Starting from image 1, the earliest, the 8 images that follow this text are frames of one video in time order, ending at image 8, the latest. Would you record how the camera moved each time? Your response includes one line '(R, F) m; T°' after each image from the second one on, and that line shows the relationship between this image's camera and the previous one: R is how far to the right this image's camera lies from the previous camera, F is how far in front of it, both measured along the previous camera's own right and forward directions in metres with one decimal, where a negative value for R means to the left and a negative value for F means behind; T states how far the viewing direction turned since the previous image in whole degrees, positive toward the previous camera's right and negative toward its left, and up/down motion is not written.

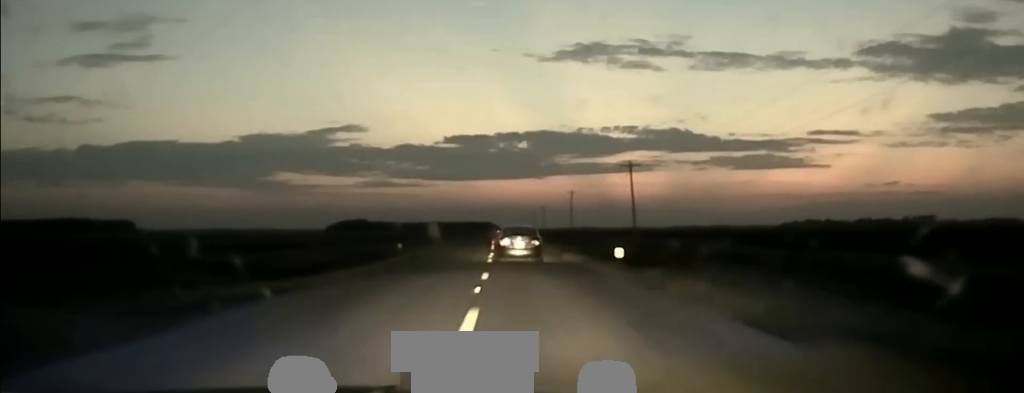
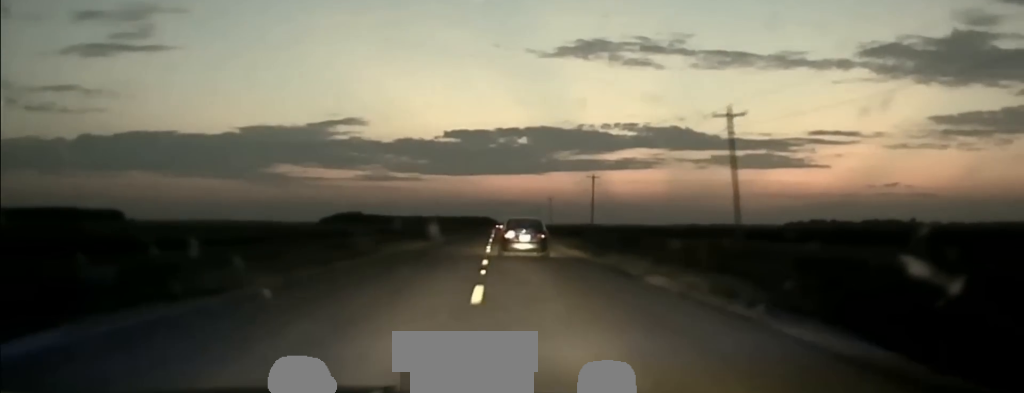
(-0.2, +44.2) m; 0°
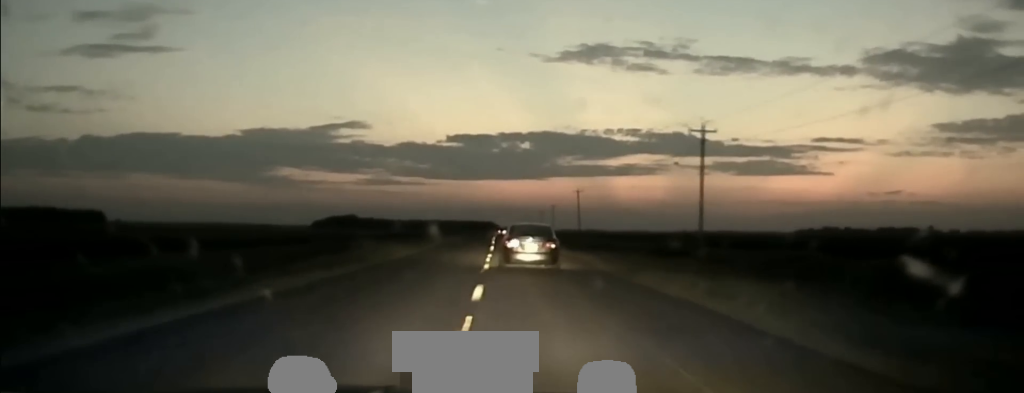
(+0.4, +83.3) m; +1°
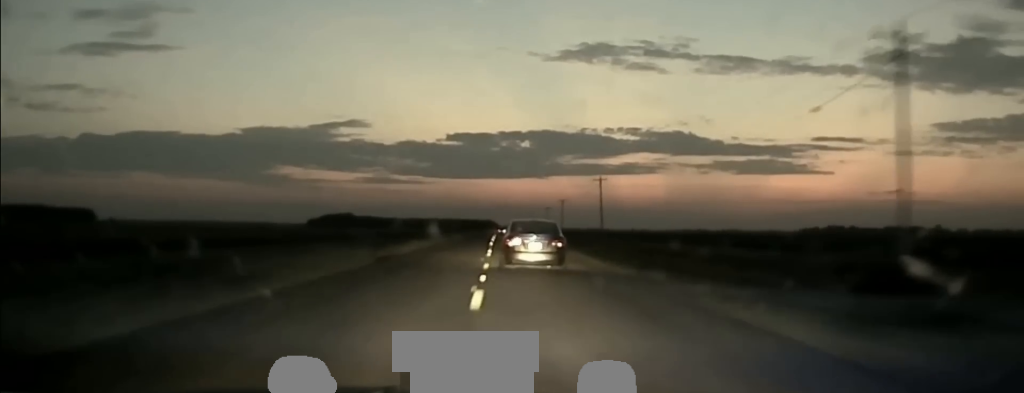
(+0.2, +37.1) m; 0°
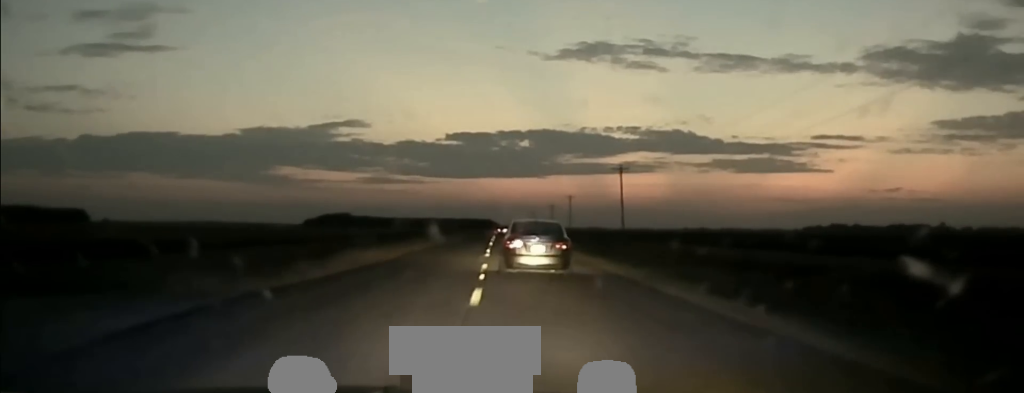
(-0.1, +22.6) m; 0°
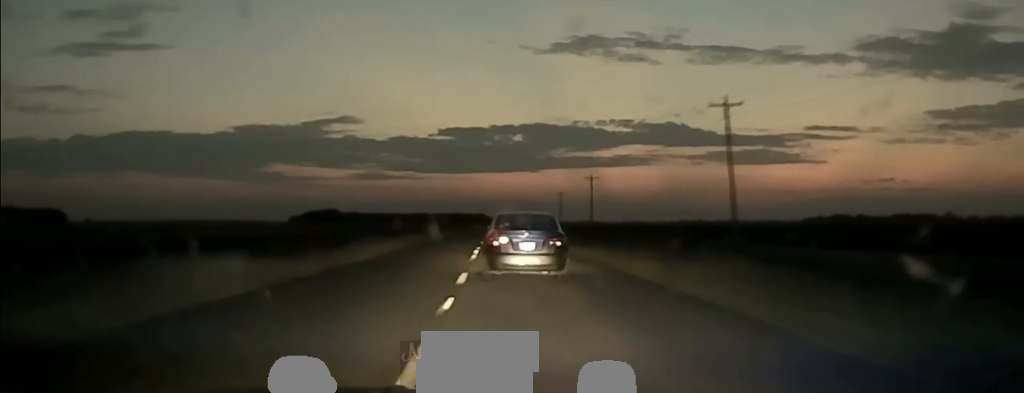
(-0.1, +58.2) m; 0°
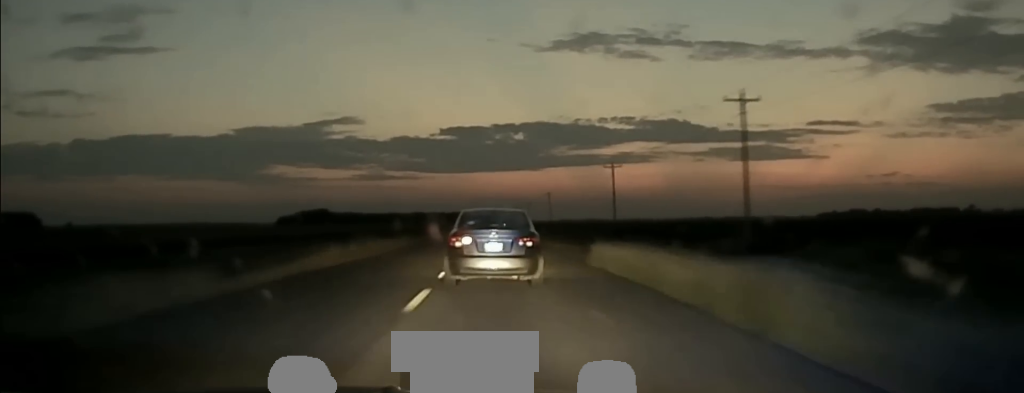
(+0.5, +91.9) m; 0°
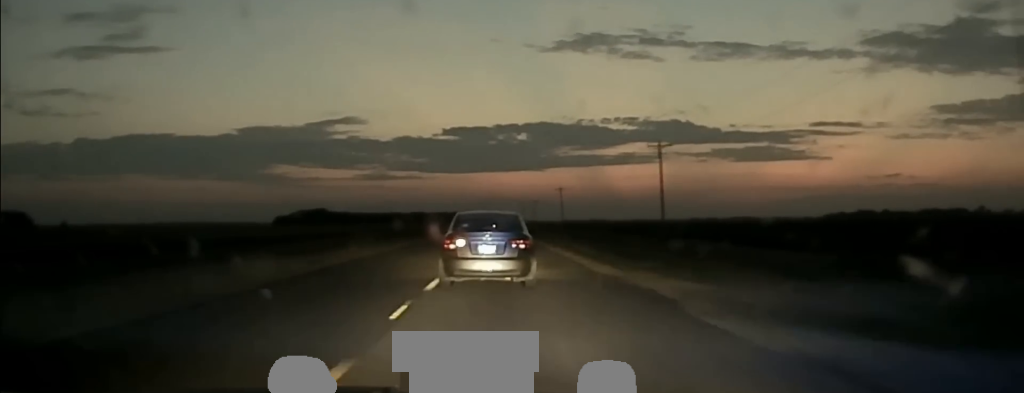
(0.0, +31.7) m; 0°
